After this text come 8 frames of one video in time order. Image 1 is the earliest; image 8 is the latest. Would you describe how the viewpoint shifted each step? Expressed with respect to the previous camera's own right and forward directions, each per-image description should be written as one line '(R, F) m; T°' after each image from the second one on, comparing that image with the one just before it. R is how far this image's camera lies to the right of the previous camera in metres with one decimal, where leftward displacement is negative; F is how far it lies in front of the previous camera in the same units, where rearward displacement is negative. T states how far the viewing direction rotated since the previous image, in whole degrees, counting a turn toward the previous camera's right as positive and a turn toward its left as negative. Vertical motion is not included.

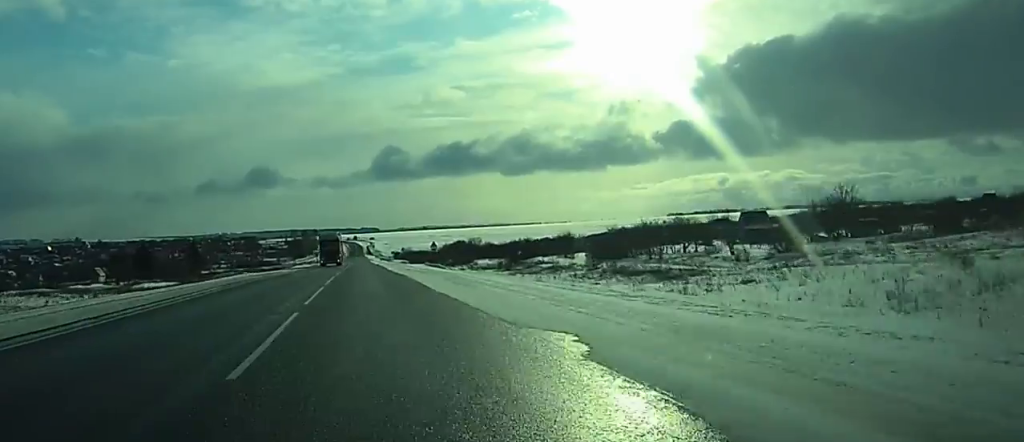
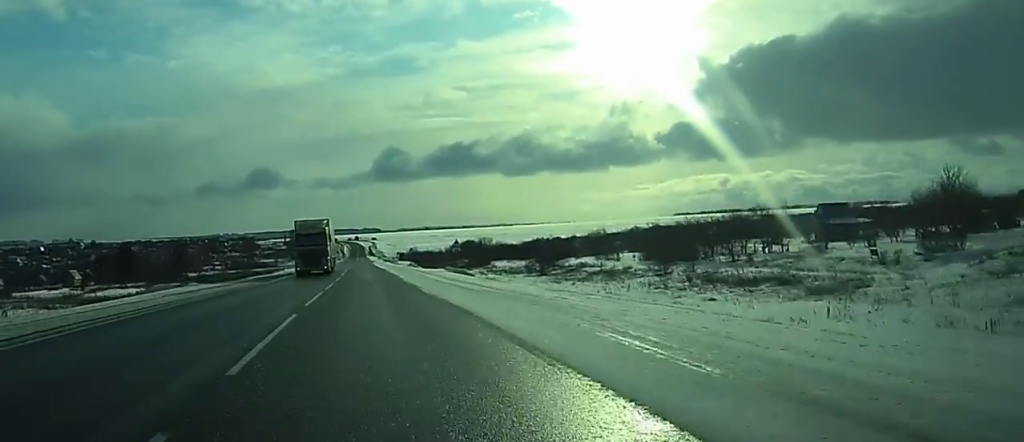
(+0.1, +23.4) m; 0°
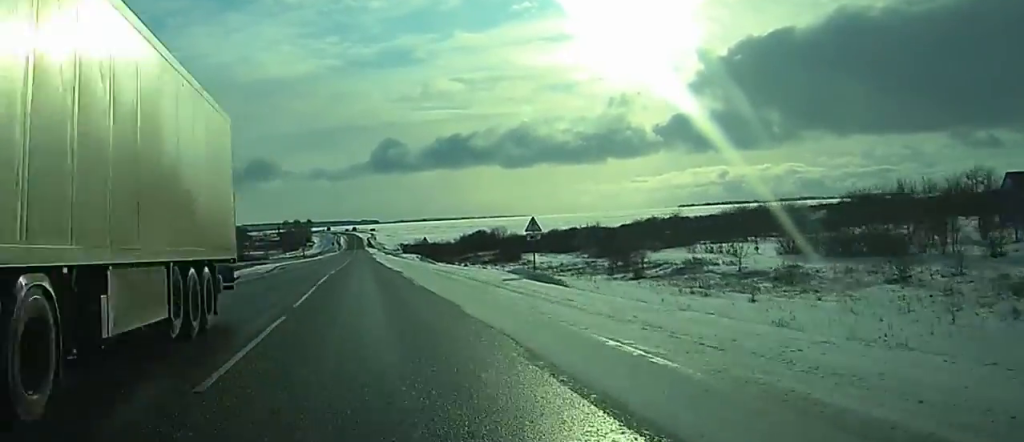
(+0.2, +36.7) m; 0°
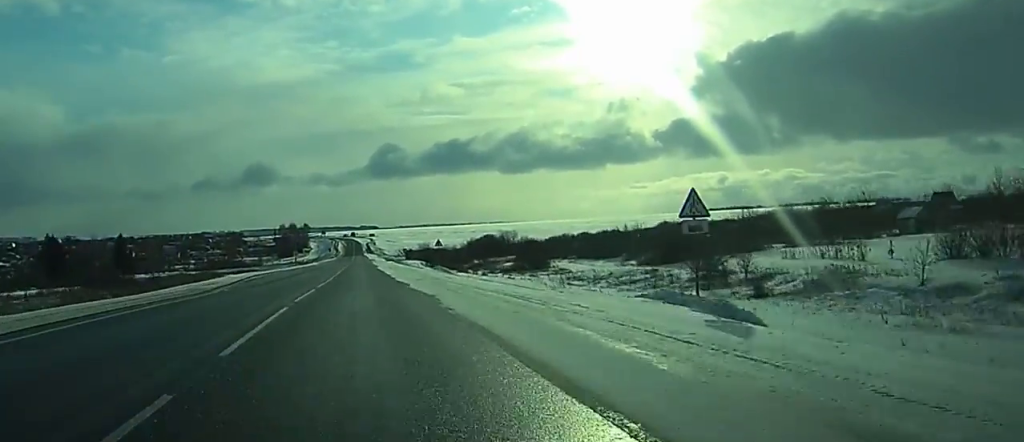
(0.0, +21.4) m; 0°
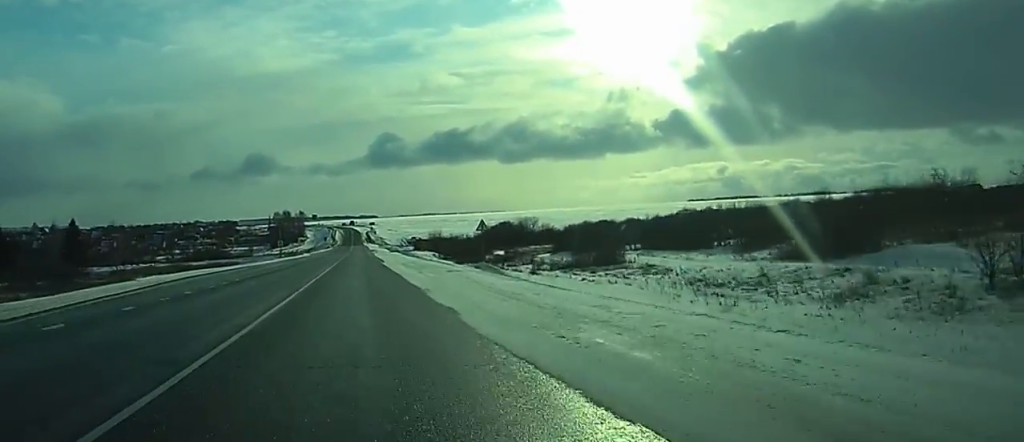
(-0.1, +32.5) m; 0°
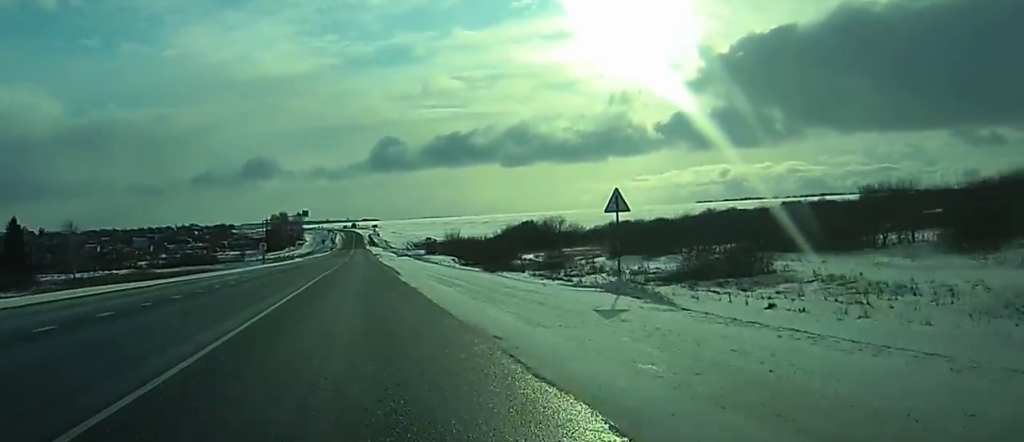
(-0.1, +29.4) m; 0°
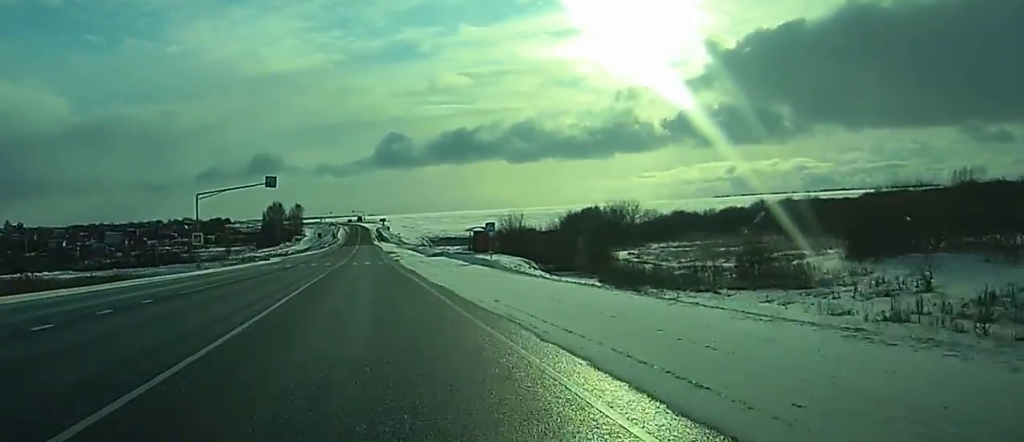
(+0.4, +52.4) m; +1°
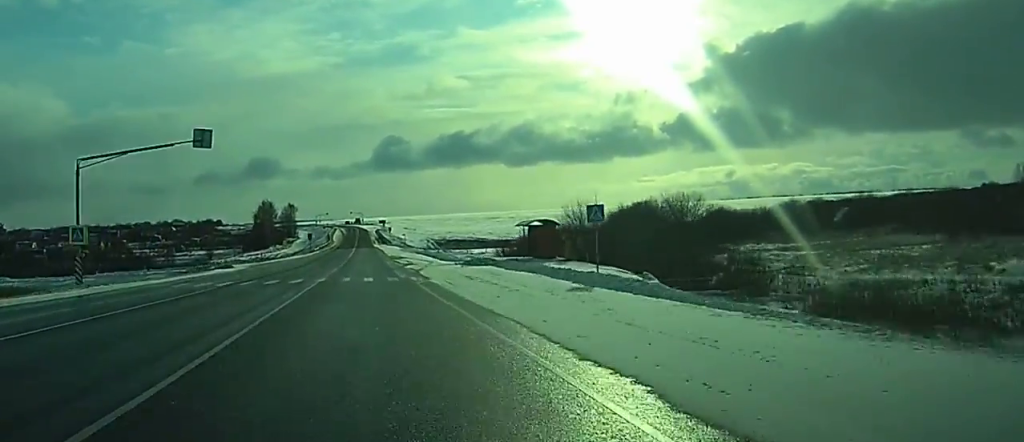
(0.0, +30.0) m; 0°
